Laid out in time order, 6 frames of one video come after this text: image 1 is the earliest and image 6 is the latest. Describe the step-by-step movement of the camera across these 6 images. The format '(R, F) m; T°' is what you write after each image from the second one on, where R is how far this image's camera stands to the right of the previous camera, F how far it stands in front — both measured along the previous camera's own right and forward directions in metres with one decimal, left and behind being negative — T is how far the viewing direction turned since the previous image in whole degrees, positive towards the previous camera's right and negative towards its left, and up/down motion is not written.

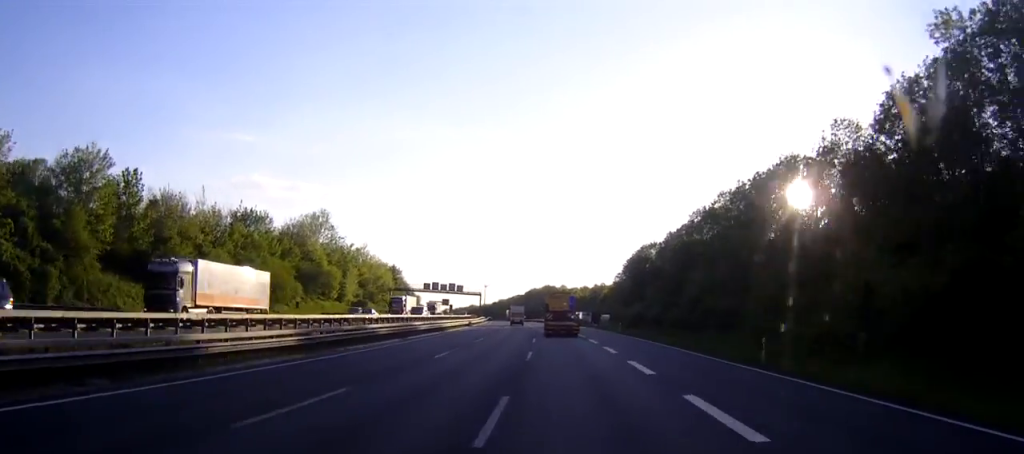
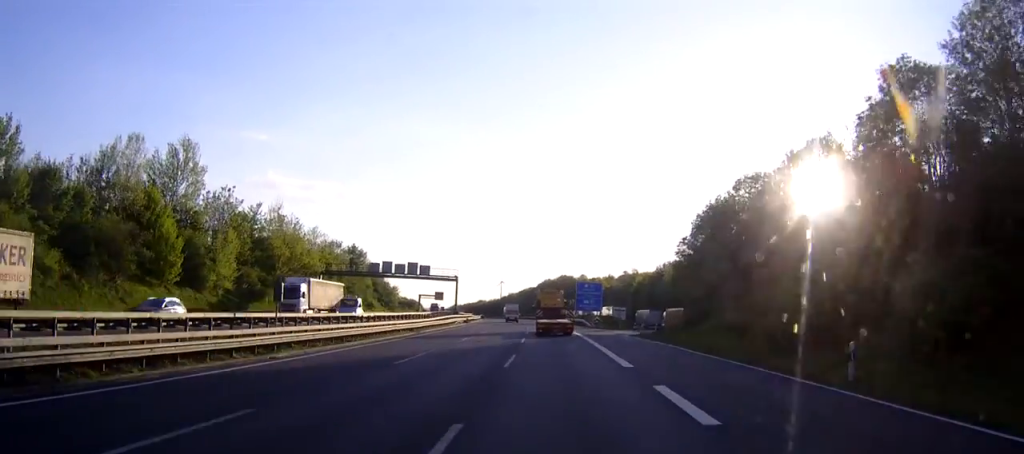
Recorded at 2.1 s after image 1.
(-0.7, +58.5) m; -2°
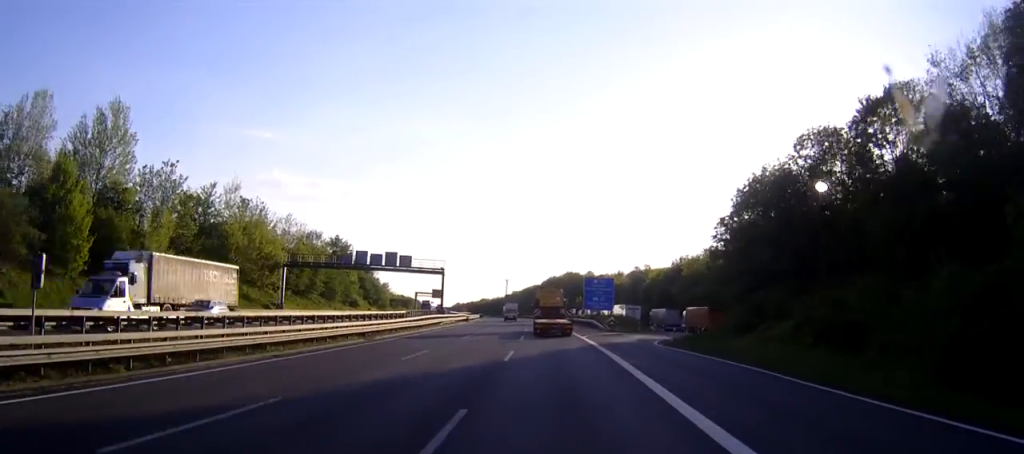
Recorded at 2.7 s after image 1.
(0.0, +16.4) m; -1°
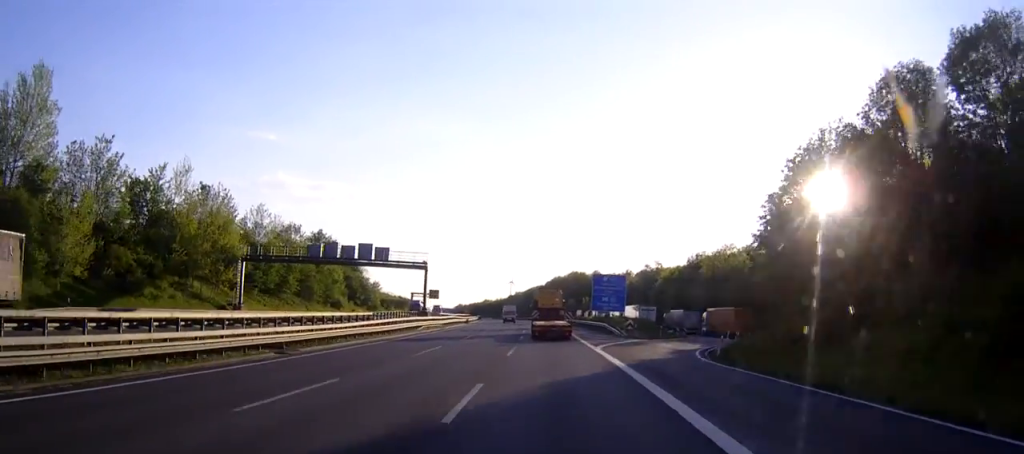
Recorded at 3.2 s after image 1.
(0.0, +13.7) m; -1°
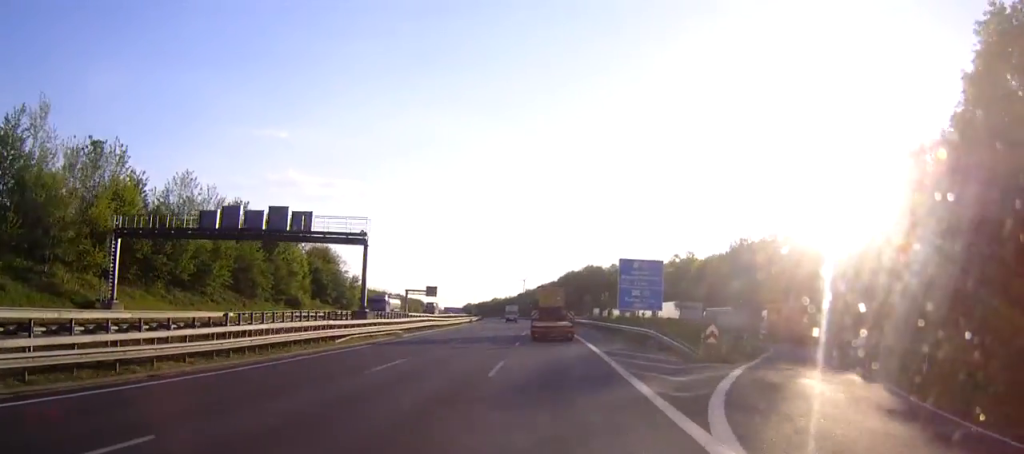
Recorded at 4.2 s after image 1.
(-0.3, +26.6) m; -1°
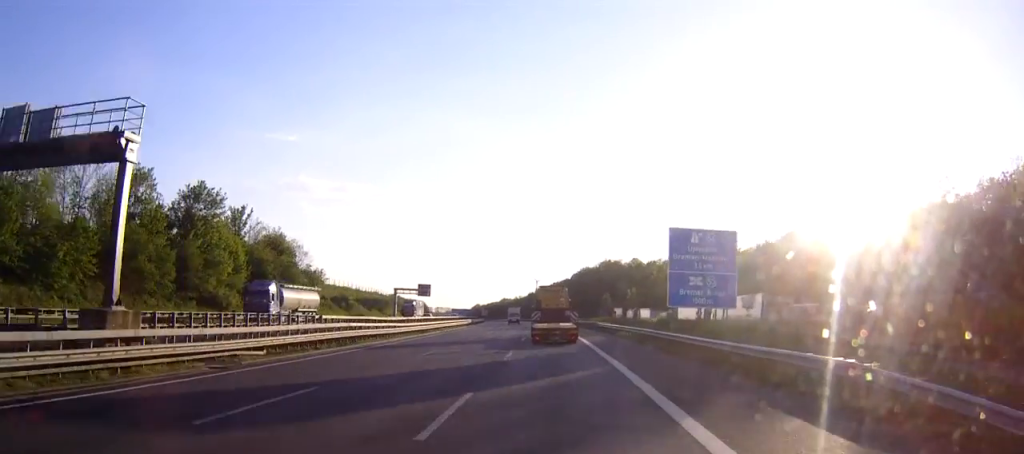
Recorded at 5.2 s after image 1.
(-0.1, +28.5) m; -1°
